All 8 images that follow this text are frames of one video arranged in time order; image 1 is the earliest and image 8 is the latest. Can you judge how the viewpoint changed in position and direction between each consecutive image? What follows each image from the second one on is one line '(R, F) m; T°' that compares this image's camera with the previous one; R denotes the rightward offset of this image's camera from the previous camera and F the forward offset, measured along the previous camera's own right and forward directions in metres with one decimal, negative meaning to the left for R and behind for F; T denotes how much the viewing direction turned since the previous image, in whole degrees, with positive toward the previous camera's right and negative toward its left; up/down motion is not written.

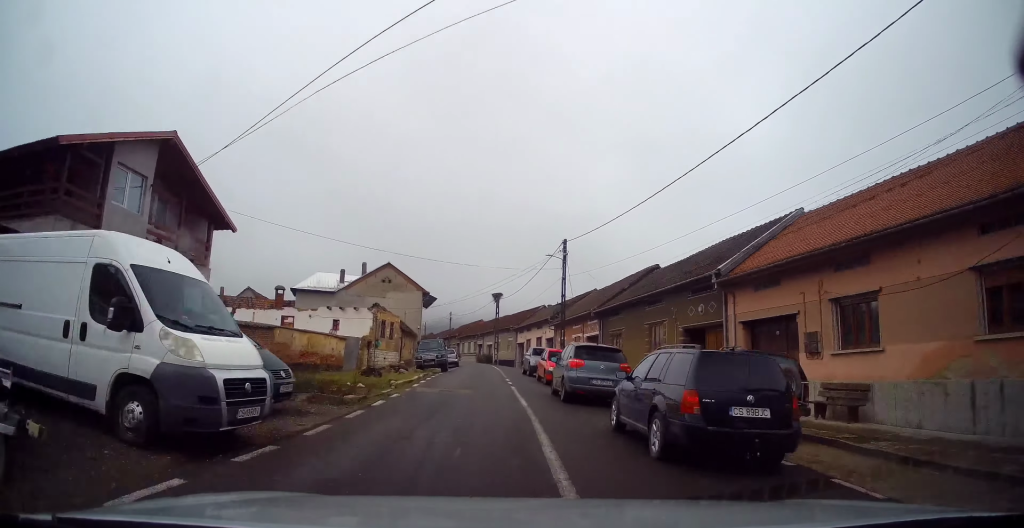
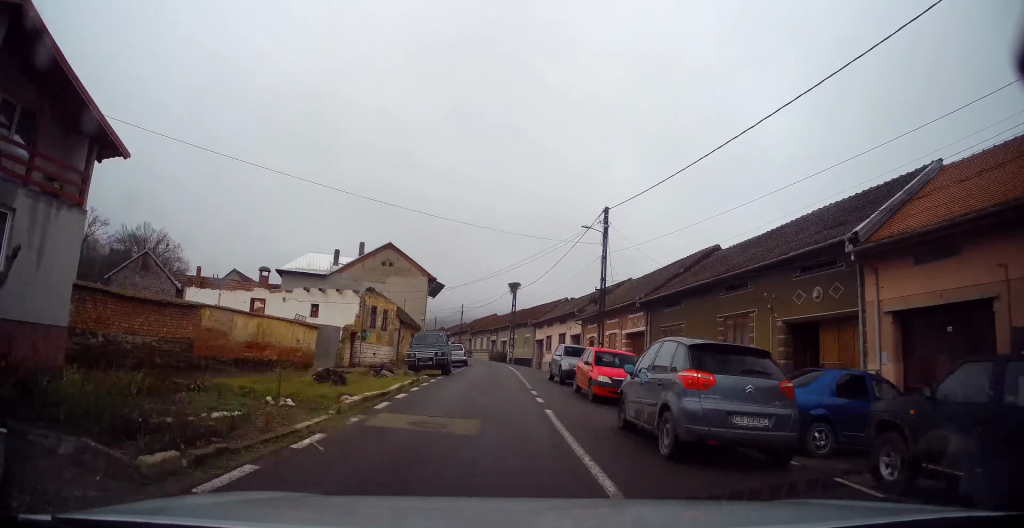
(-0.3, +7.2) m; -1°
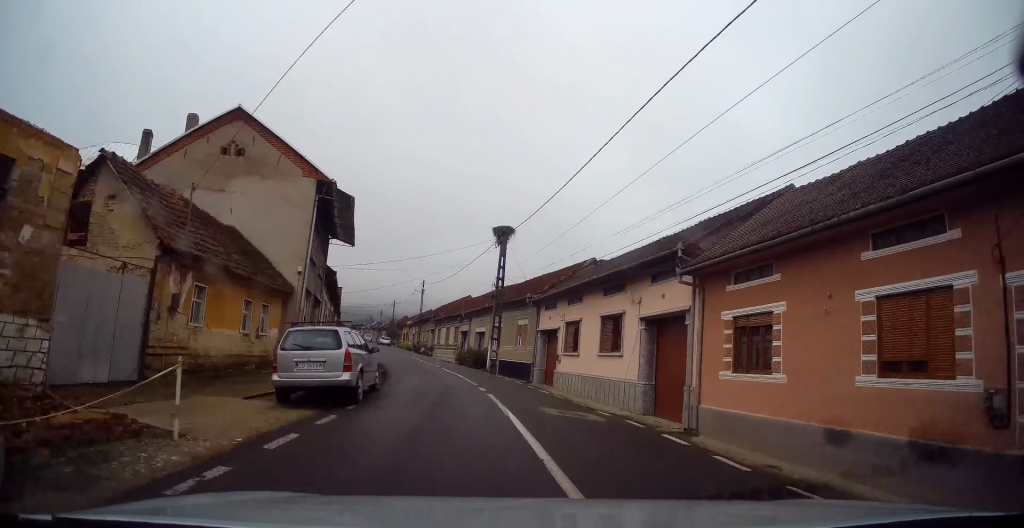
(-0.4, +26.0) m; -1°
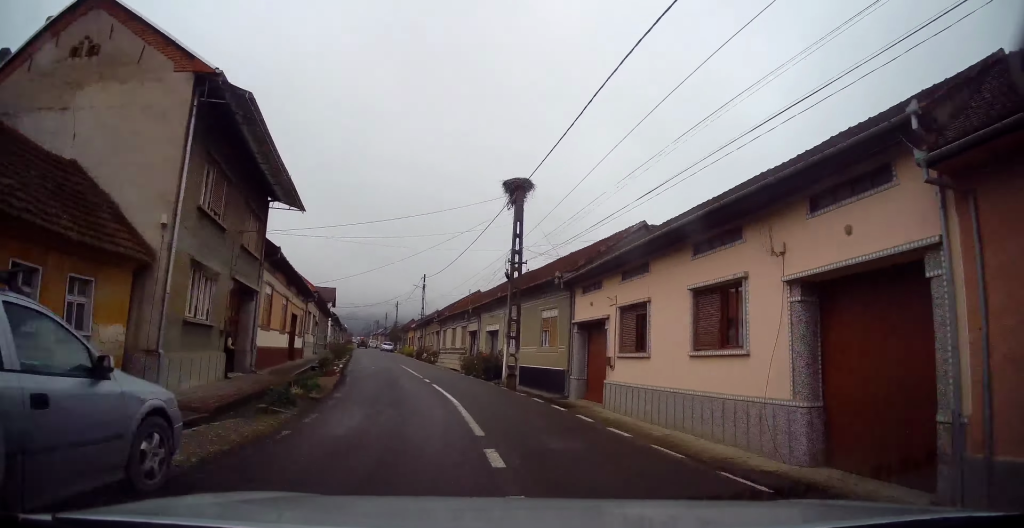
(0.0, +9.1) m; -1°
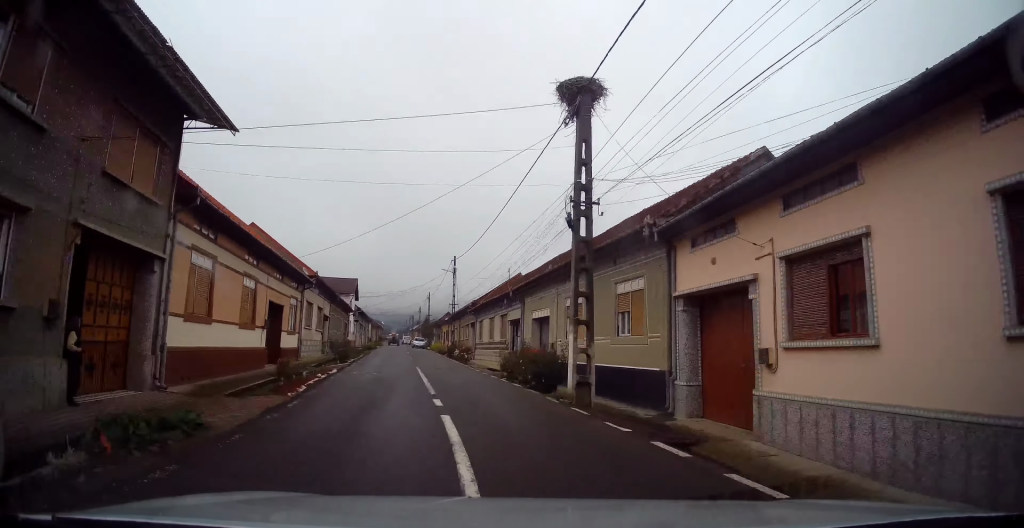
(+0.1, +8.1) m; -3°
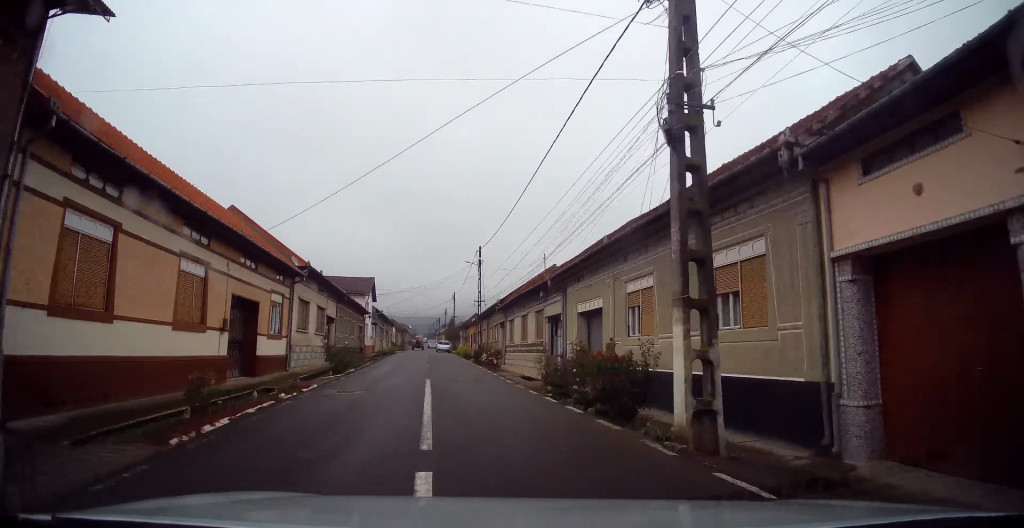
(-0.1, +5.8) m; -3°
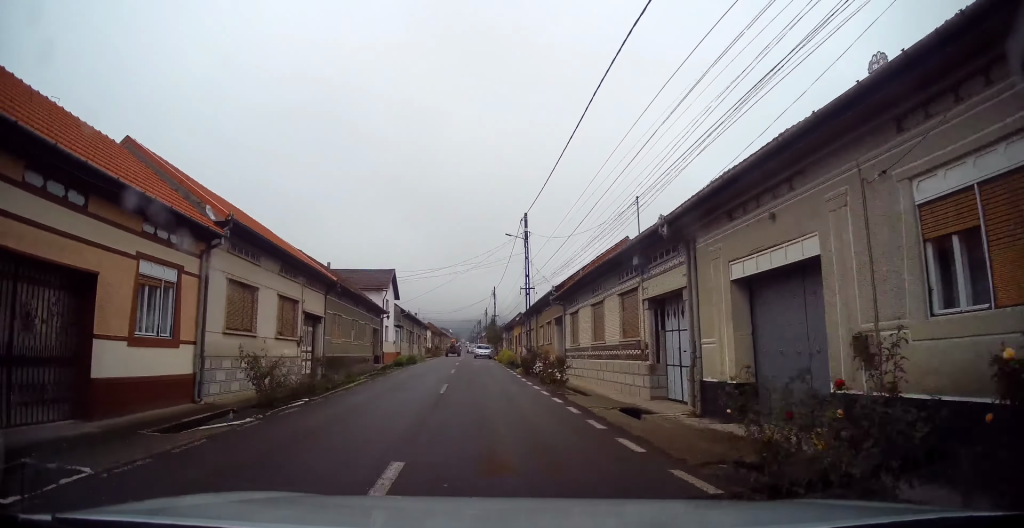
(-0.9, +11.3) m; -5°
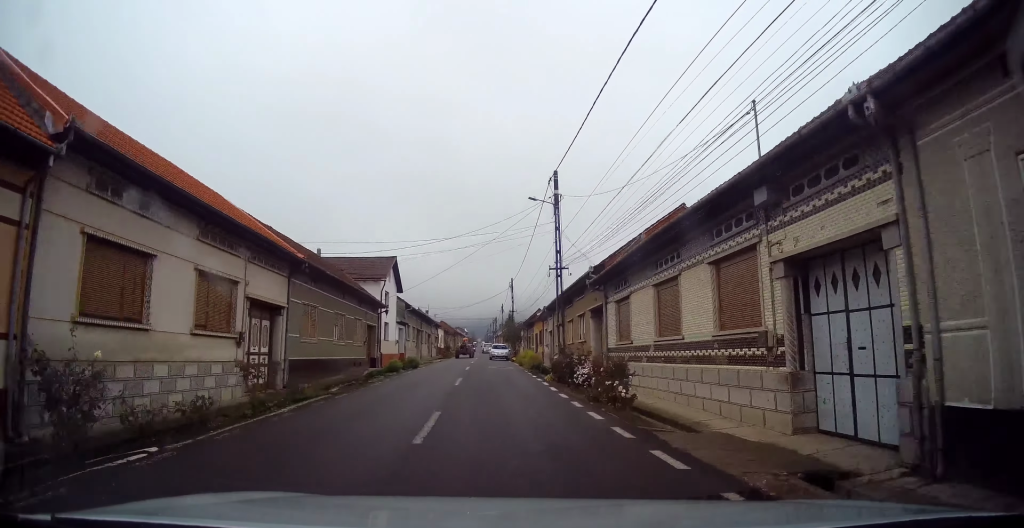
(-0.1, +6.9) m; 0°
